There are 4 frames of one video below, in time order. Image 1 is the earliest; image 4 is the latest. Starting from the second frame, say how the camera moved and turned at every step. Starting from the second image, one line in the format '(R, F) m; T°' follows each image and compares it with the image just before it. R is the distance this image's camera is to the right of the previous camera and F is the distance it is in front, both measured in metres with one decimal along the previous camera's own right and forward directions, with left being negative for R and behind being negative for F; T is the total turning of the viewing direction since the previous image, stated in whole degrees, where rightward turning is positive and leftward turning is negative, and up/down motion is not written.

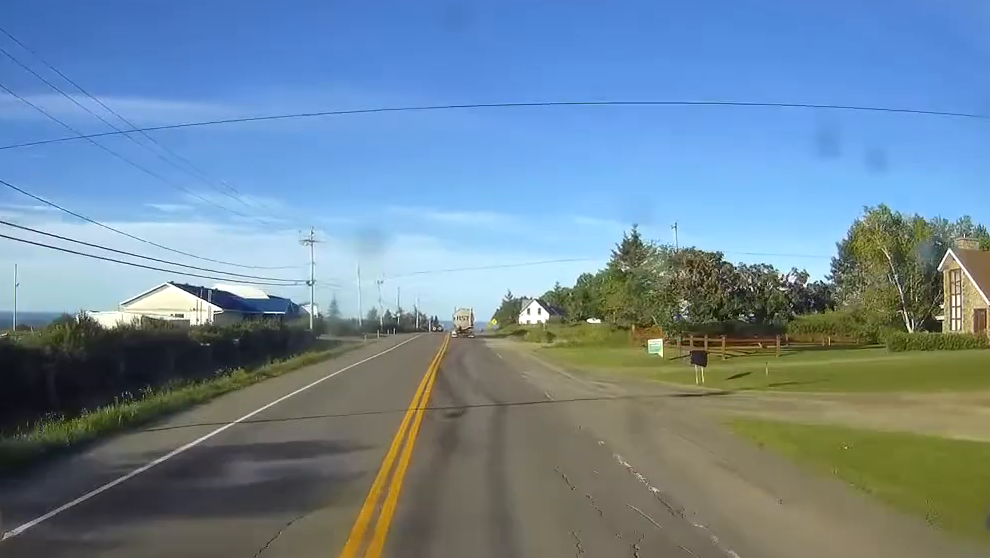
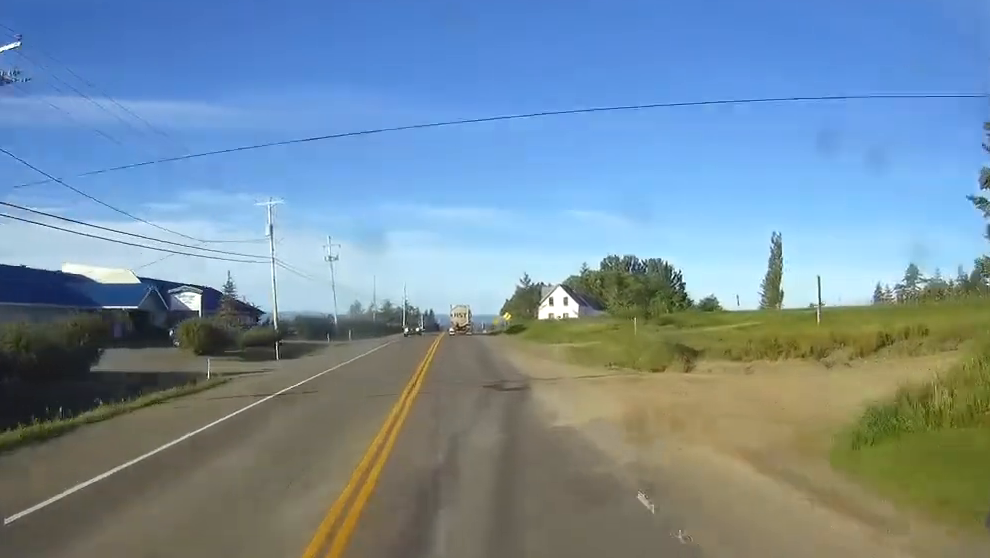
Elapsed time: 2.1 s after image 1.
(+0.7, +54.5) m; +1°
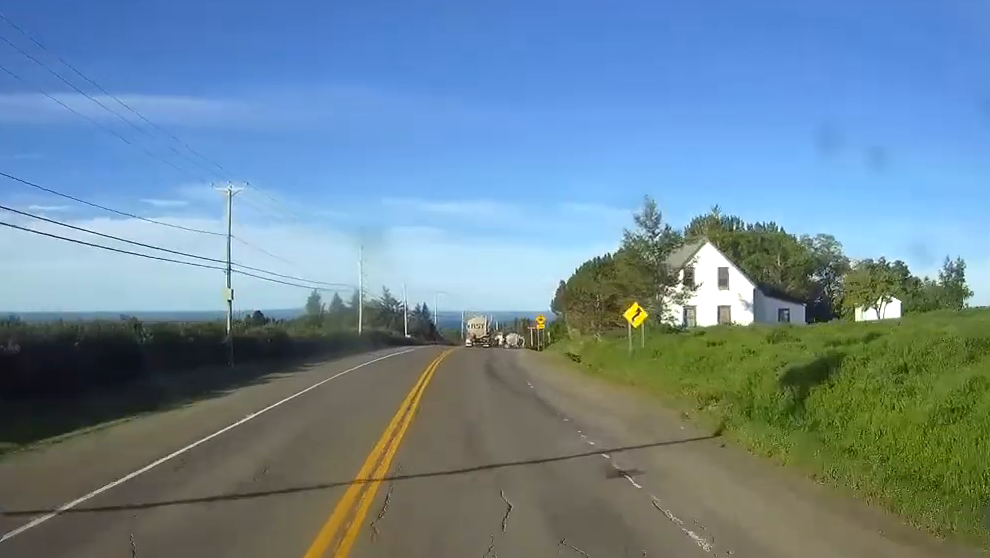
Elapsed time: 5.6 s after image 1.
(-0.4, +92.5) m; 0°
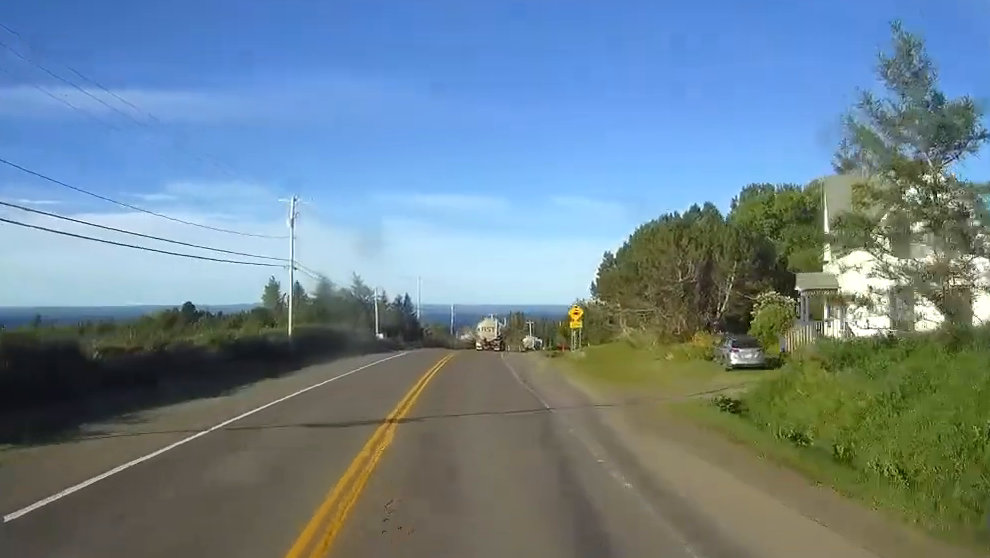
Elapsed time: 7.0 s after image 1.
(0.0, +35.1) m; 0°
